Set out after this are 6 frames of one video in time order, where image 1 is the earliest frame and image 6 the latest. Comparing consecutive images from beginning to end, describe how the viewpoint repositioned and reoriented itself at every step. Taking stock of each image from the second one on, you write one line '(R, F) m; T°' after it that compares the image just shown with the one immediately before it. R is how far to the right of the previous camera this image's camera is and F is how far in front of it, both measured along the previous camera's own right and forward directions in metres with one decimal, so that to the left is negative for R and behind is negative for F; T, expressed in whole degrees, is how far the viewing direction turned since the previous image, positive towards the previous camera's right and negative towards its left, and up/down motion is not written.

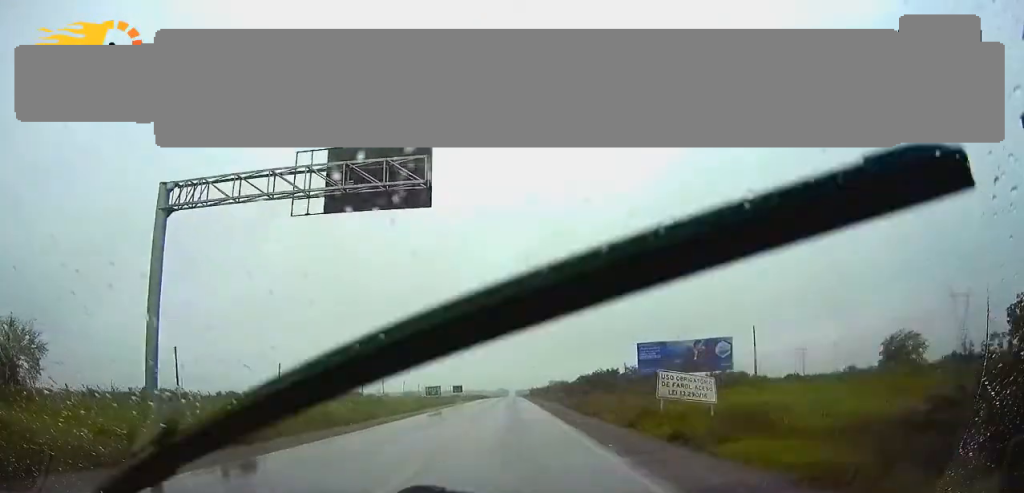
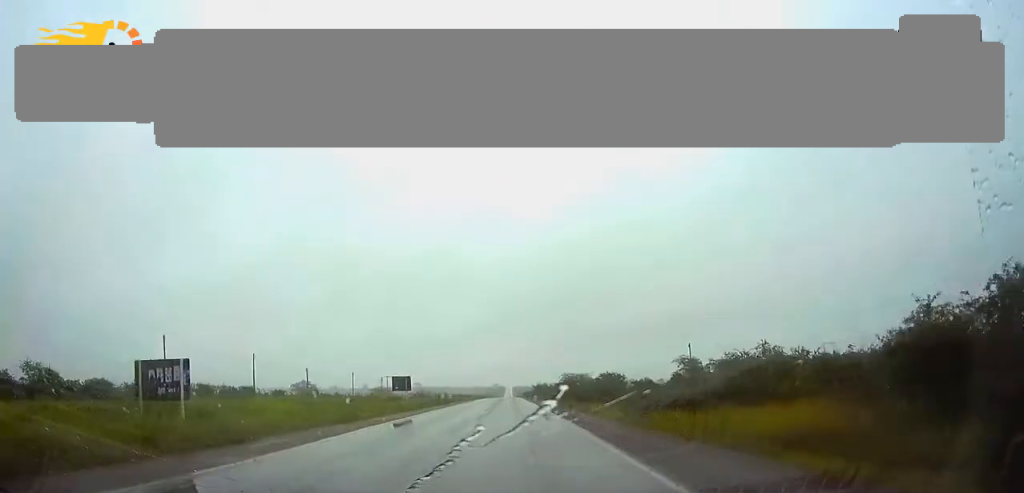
(+0.3, +72.0) m; +1°
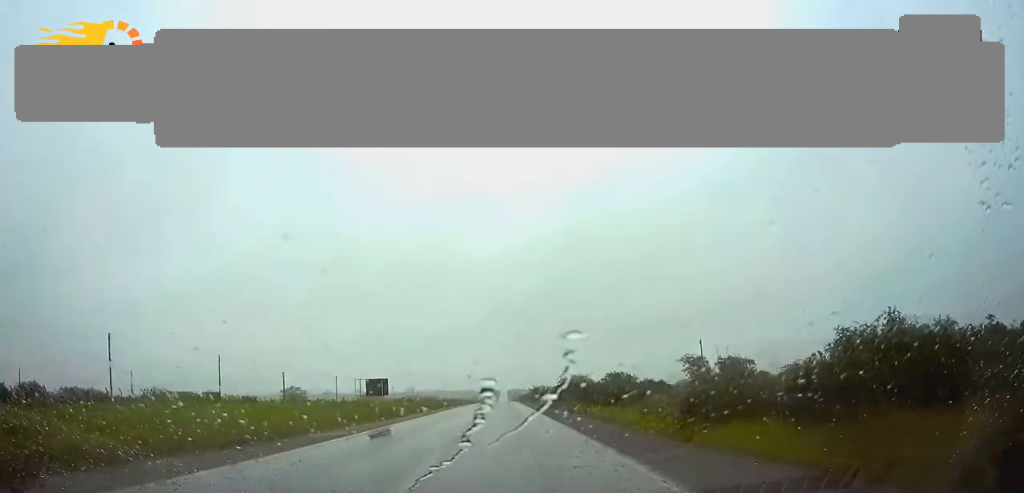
(0.0, +10.7) m; 0°
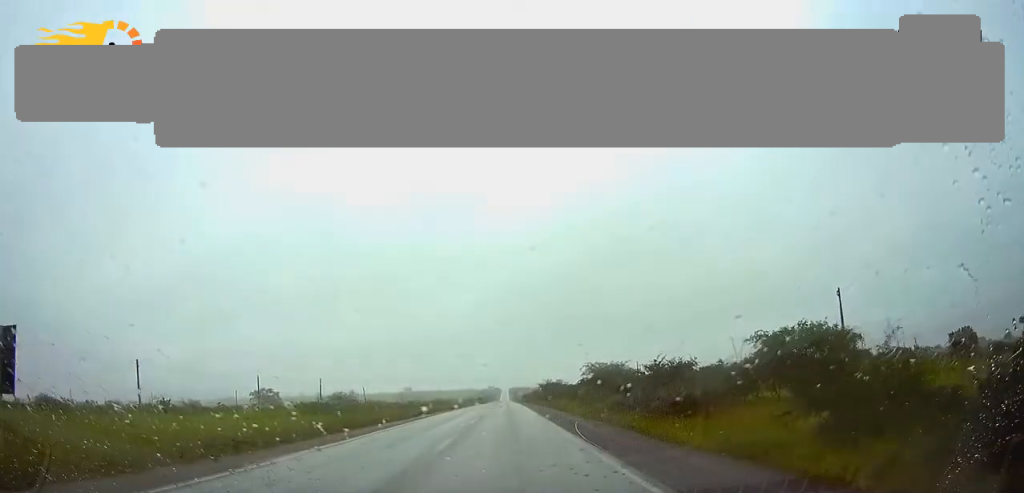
(+0.2, +49.0) m; 0°
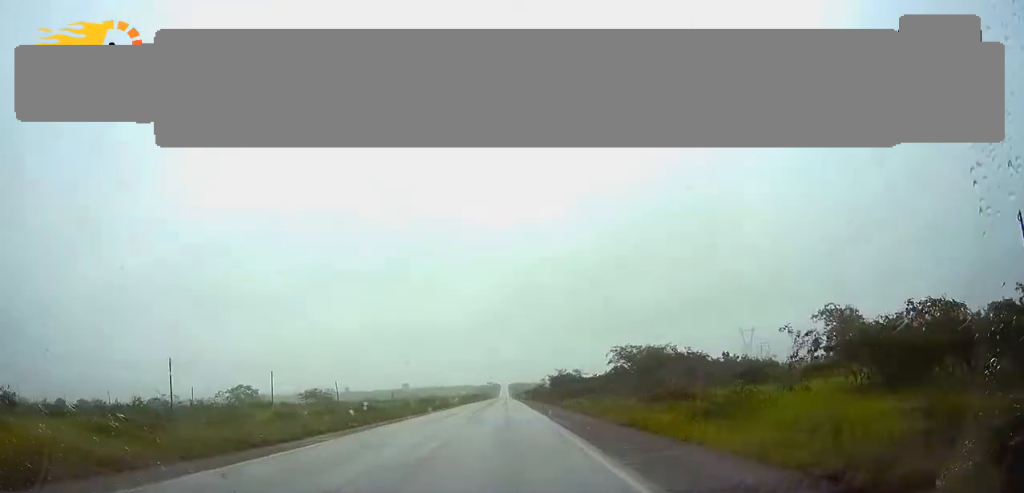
(-0.1, +28.5) m; 0°
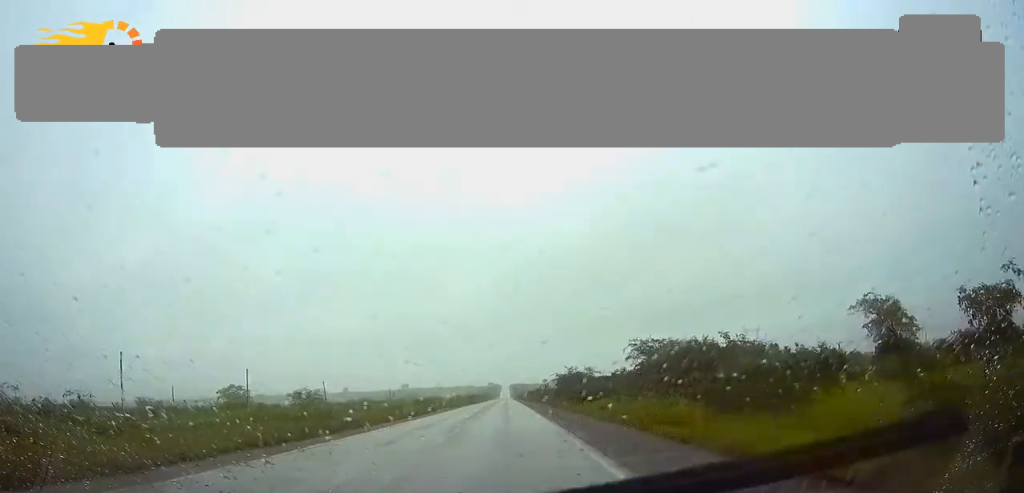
(0.0, +11.2) m; 0°
